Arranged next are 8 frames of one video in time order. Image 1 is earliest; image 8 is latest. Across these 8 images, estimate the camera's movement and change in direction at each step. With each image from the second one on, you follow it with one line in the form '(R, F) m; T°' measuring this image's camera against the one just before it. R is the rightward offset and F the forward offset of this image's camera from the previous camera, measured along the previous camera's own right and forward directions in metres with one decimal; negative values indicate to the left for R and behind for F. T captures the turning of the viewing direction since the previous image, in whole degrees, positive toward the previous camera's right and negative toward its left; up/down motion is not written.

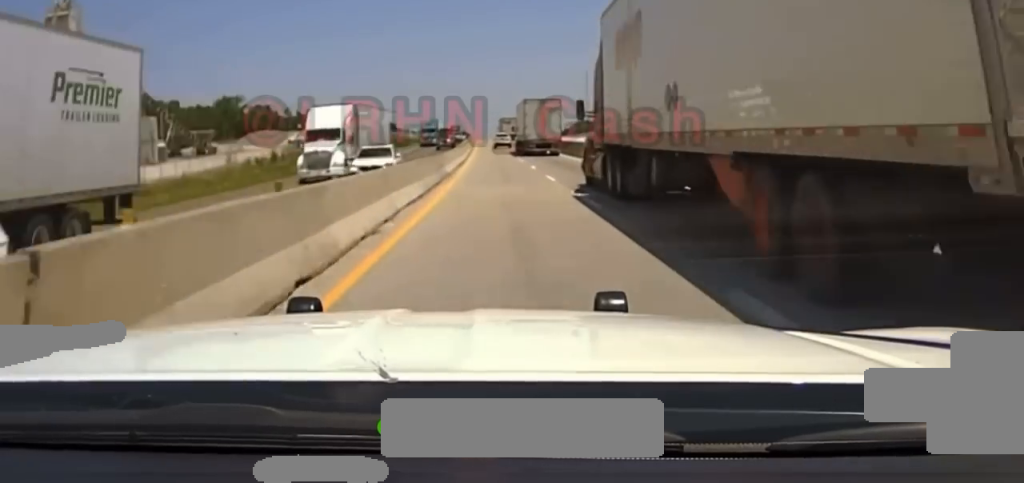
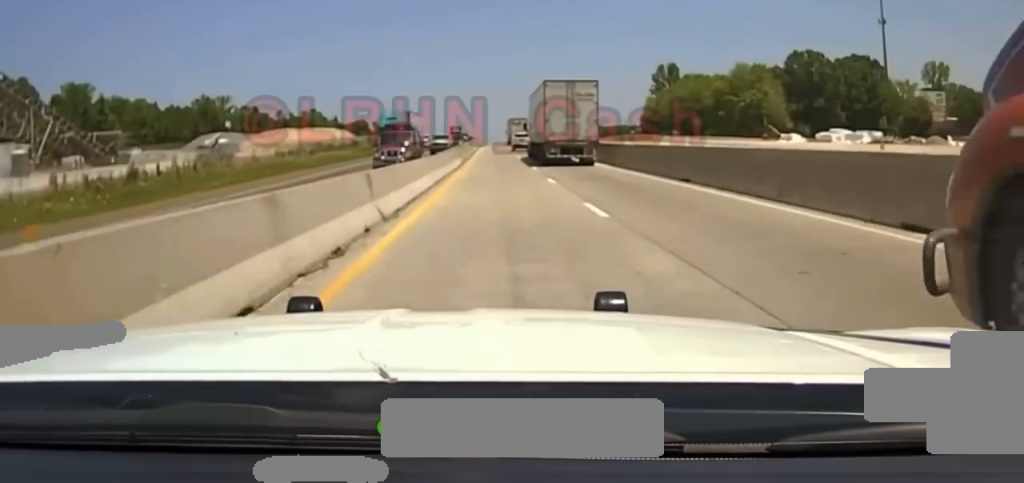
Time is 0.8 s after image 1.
(-0.2, +33.6) m; -1°
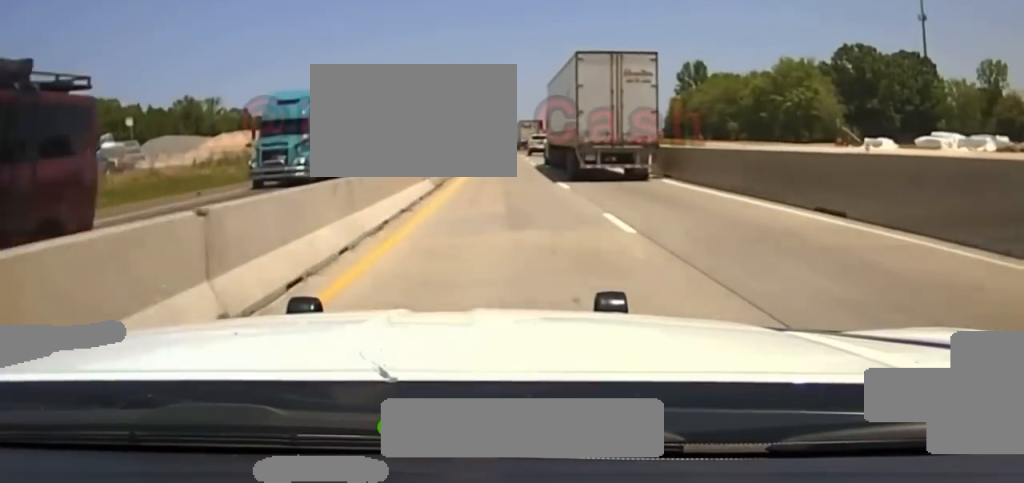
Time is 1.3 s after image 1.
(0.0, +23.5) m; 0°
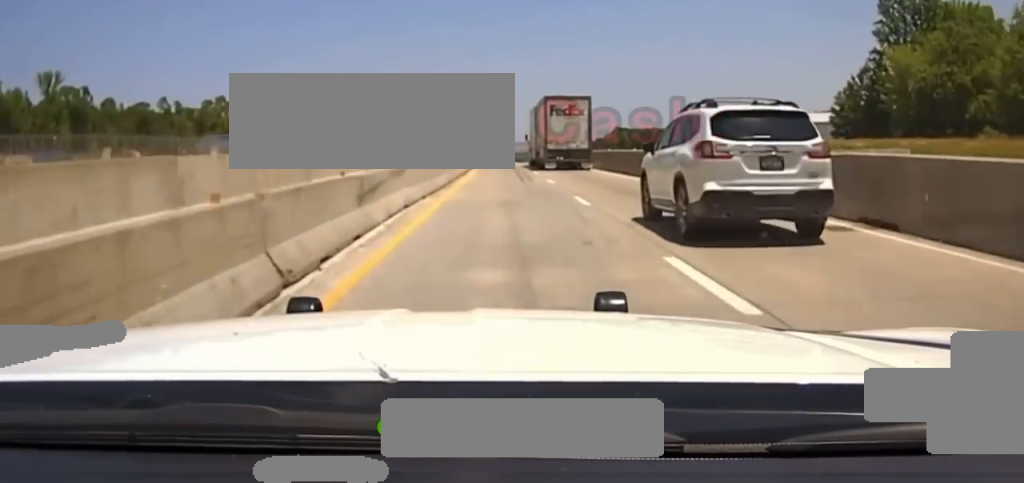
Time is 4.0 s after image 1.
(-0.5, +138.7) m; 0°
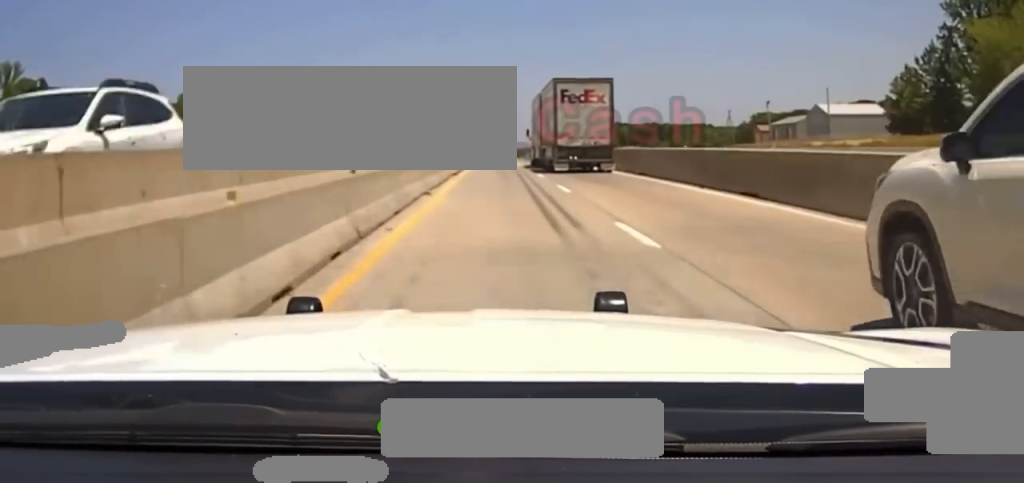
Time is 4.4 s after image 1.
(-0.1, +22.2) m; 0°
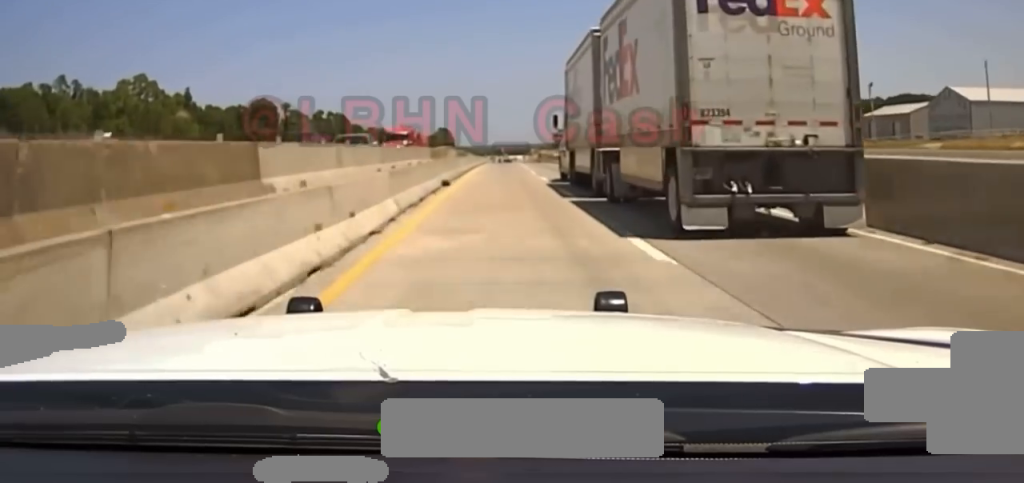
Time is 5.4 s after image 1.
(+0.2, +58.6) m; 0°
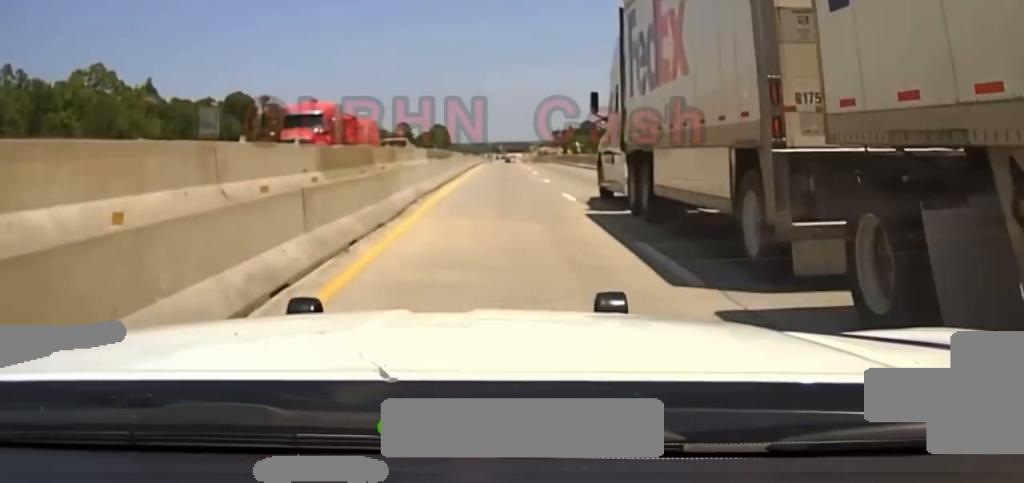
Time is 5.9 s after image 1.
(-0.1, +26.2) m; 0°
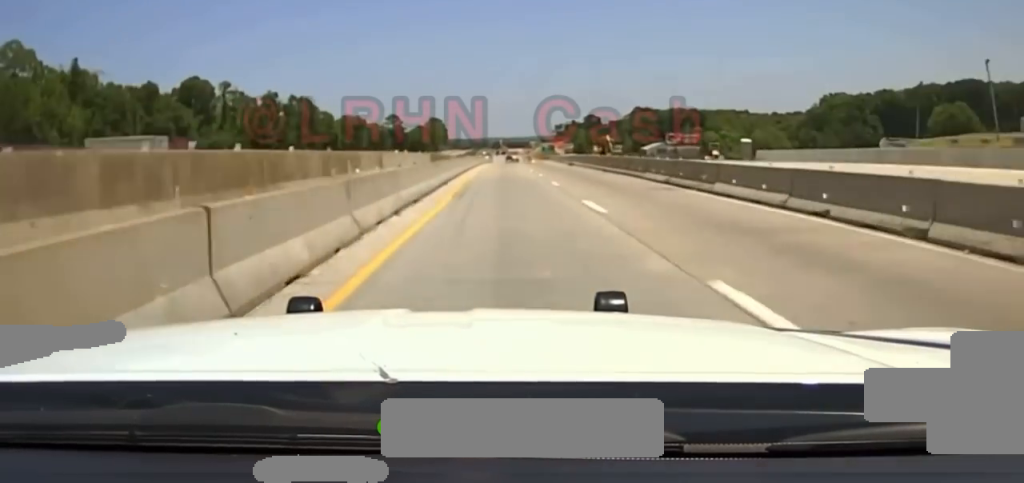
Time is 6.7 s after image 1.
(0.0, +37.9) m; 0°
